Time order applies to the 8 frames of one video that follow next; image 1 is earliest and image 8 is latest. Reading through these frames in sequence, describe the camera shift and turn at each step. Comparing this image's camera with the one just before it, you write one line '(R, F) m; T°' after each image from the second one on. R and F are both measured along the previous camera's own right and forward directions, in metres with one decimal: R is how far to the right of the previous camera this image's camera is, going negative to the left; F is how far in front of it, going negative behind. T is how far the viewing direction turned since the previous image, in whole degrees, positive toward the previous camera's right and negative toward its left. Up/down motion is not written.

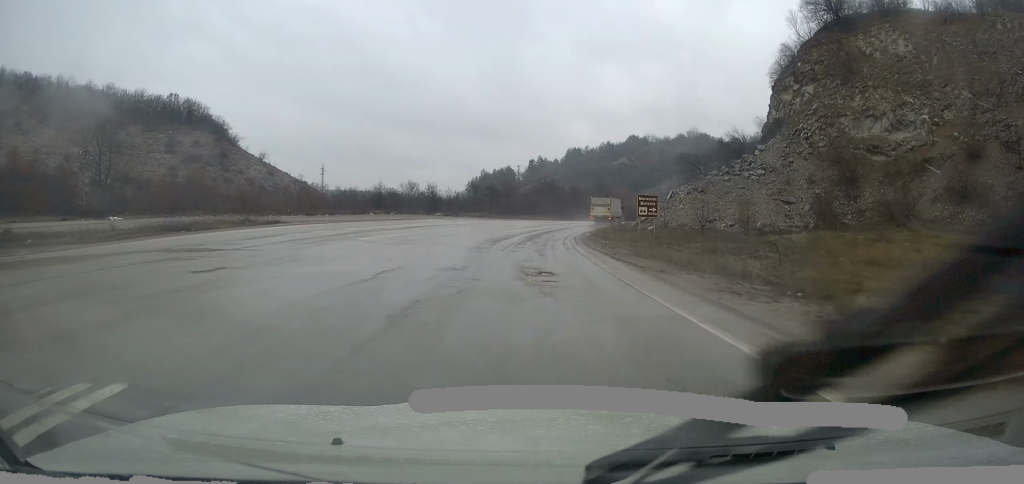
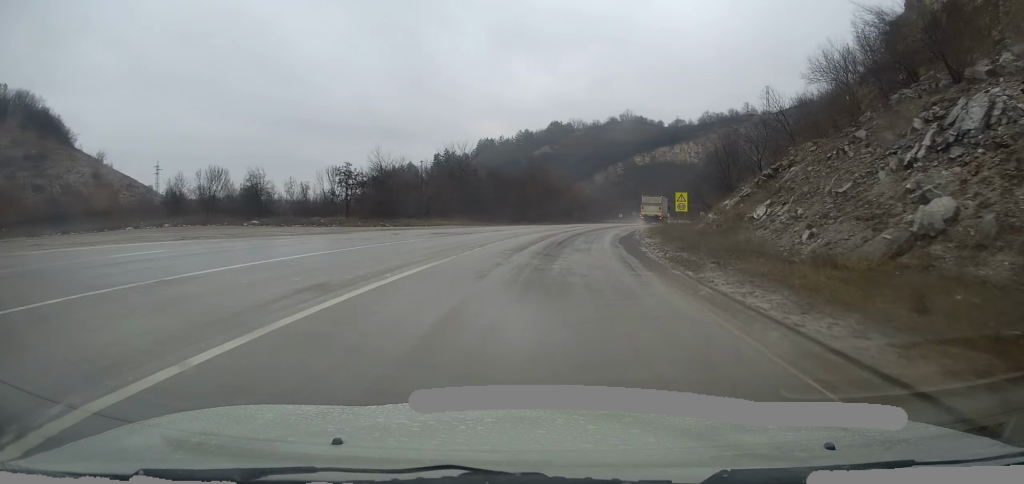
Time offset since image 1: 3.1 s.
(+3.1, +53.1) m; +8°
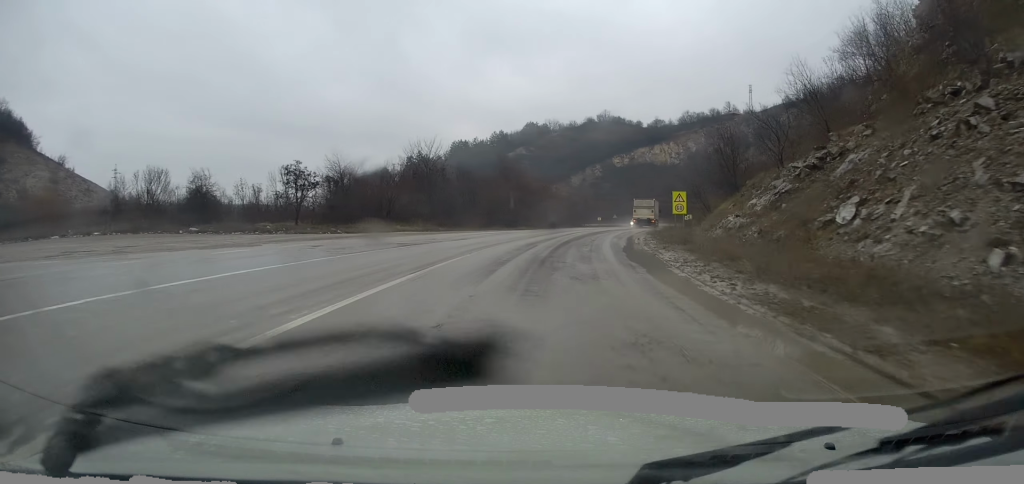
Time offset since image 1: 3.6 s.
(0.0, +7.9) m; +2°
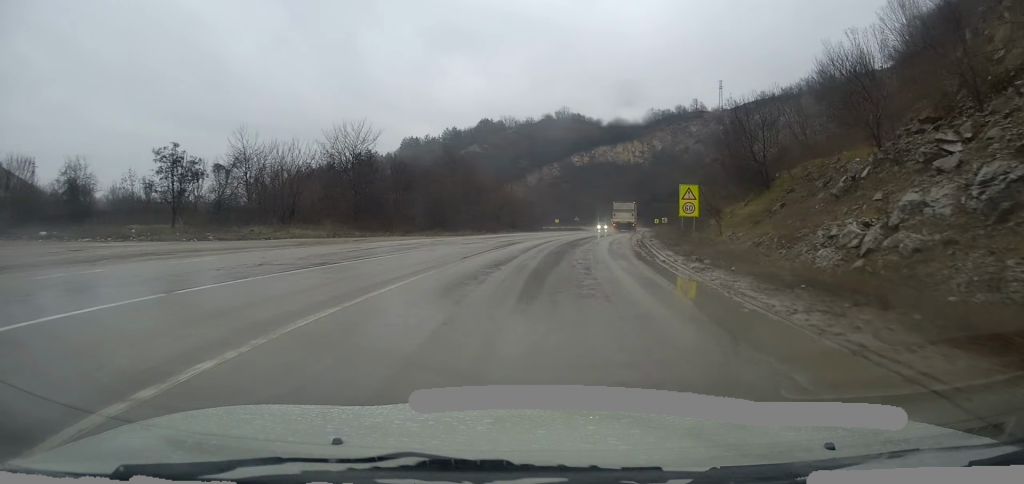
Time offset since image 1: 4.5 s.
(+0.5, +14.5) m; +3°
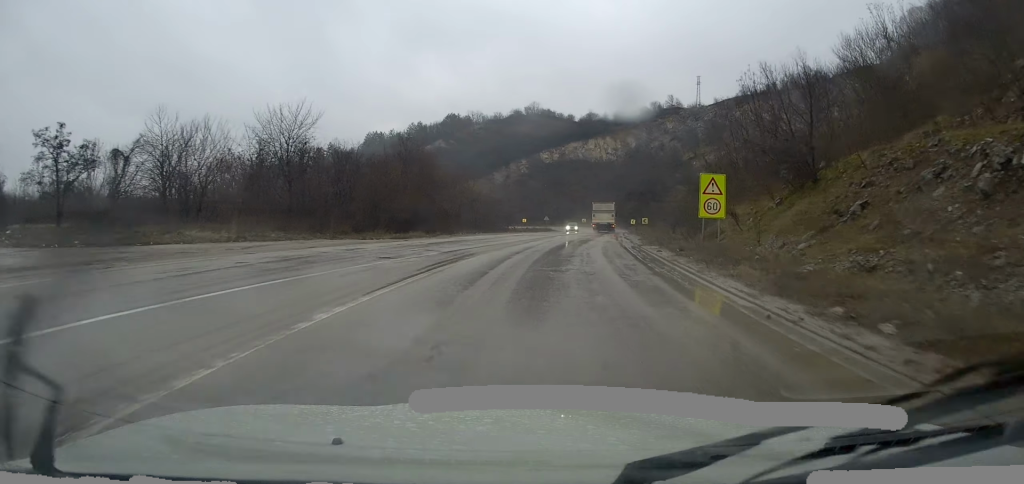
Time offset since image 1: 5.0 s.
(+0.2, +9.5) m; +3°
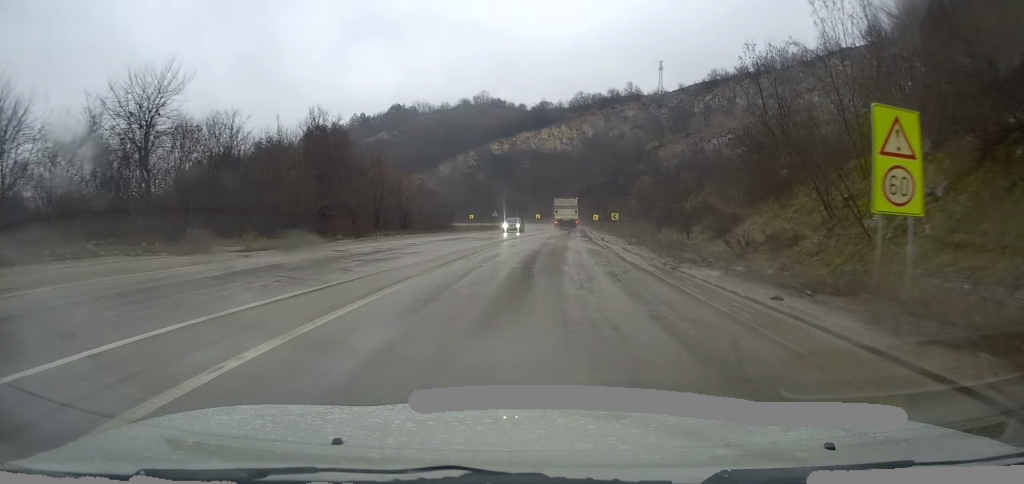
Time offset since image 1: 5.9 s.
(+0.4, +15.0) m; +5°
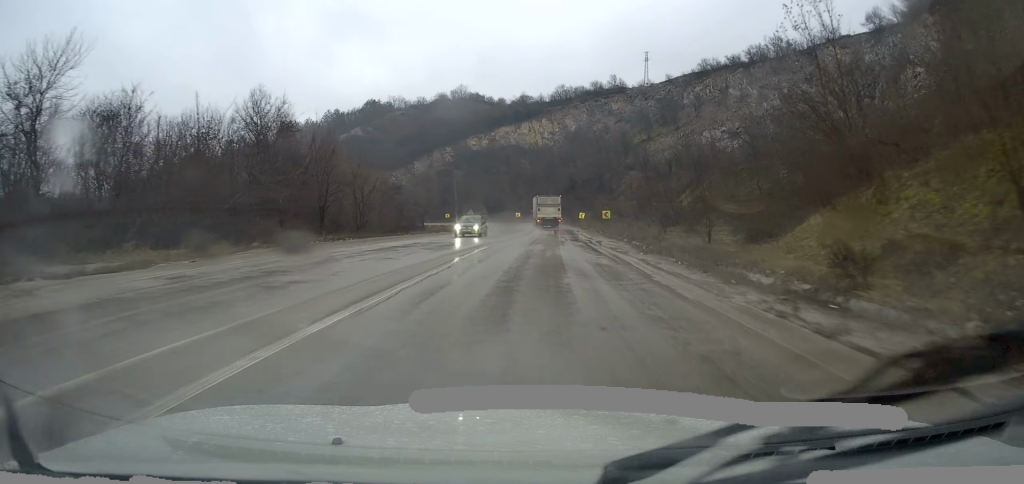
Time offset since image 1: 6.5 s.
(+0.5, +8.8) m; +2°
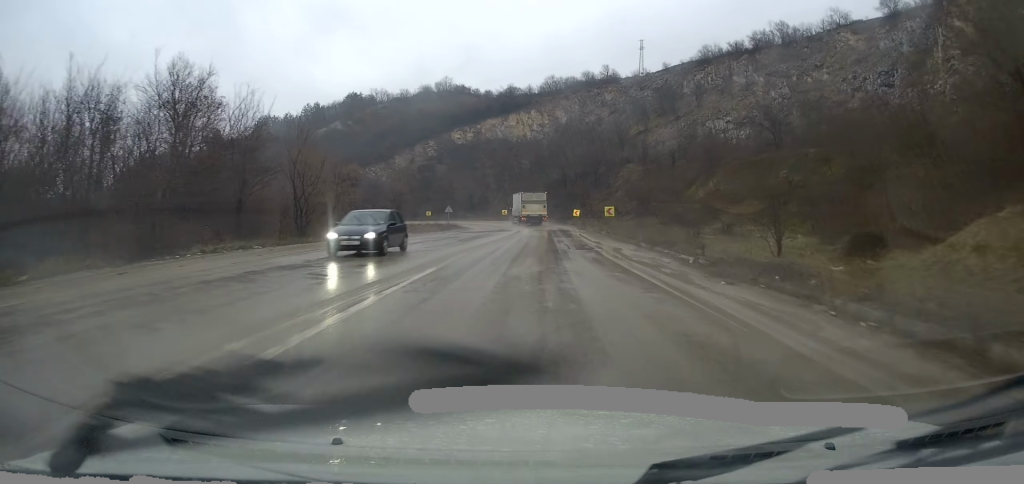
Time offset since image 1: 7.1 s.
(+0.2, +10.4) m; +2°
